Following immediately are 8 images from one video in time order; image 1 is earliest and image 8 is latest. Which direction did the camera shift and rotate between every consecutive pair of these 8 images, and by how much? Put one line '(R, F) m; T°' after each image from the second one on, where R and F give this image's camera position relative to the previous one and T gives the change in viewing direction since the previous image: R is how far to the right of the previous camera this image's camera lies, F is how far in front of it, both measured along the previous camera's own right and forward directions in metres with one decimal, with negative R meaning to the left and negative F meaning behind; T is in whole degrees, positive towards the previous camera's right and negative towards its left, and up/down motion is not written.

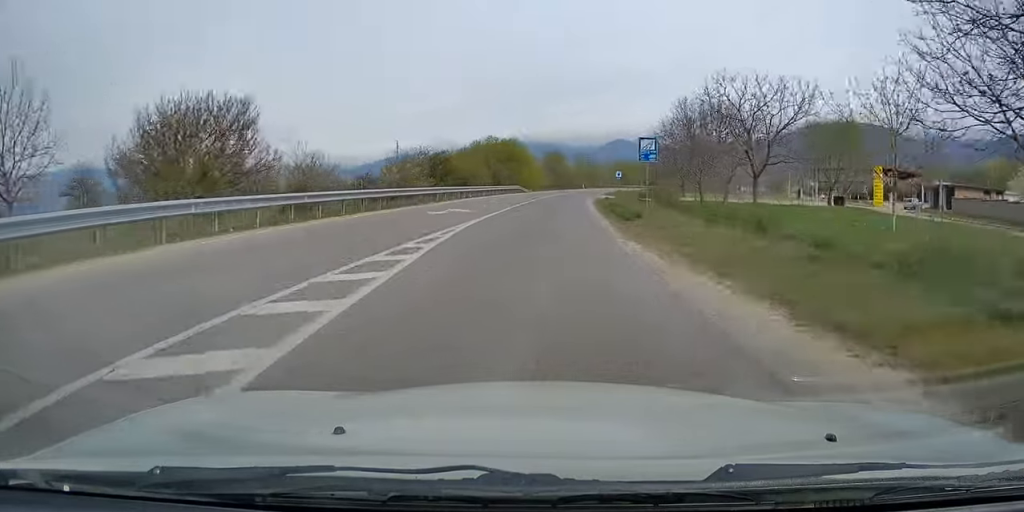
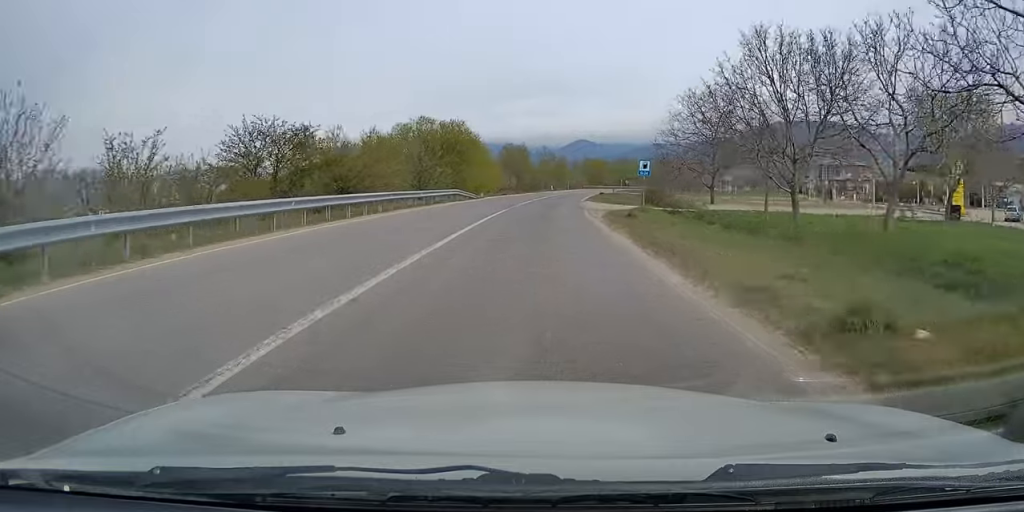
(+0.9, +27.8) m; +3°
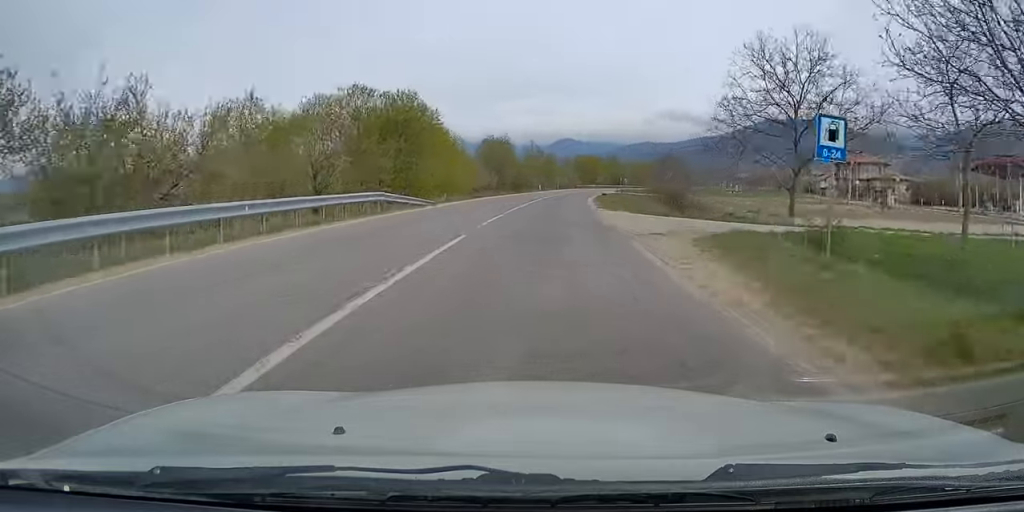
(+0.2, +19.0) m; +2°
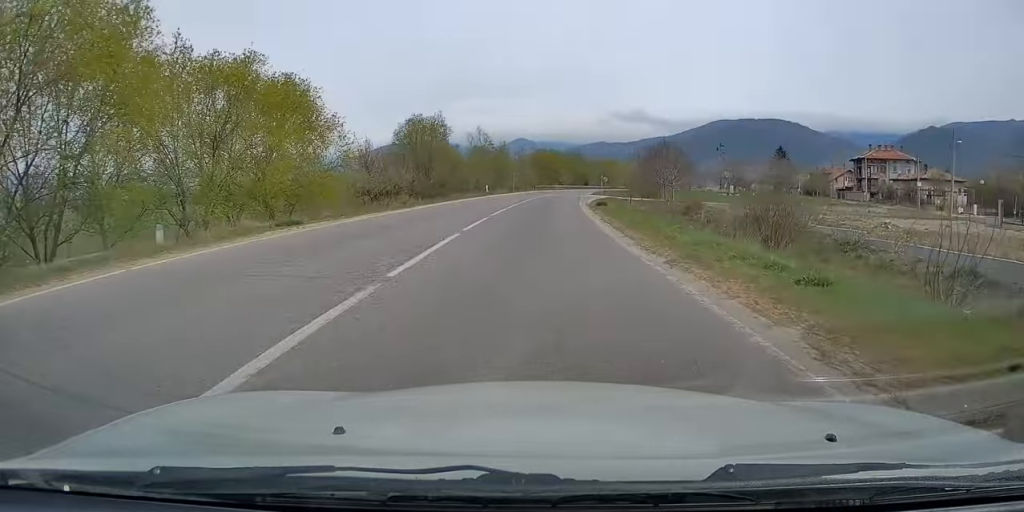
(+1.1, +32.8) m; +4°
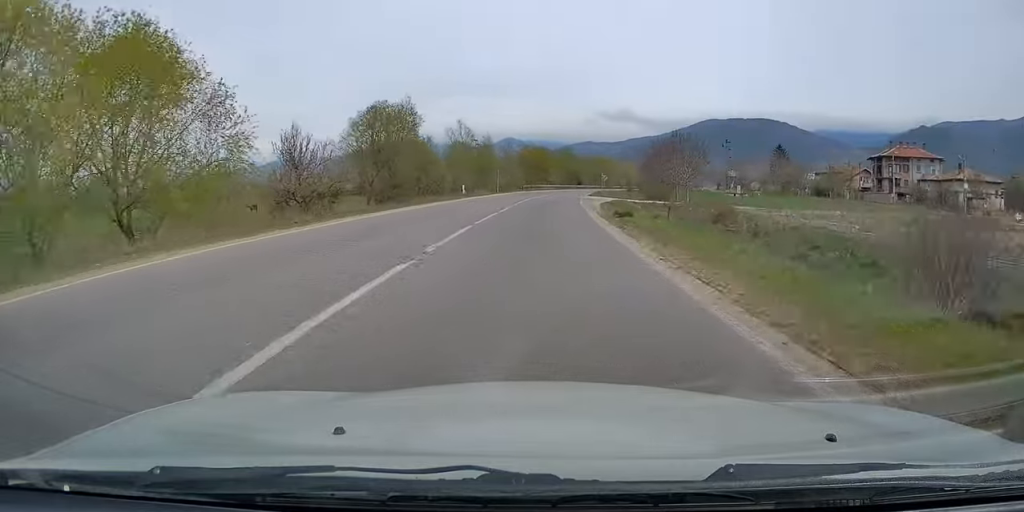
(+0.2, +13.0) m; +1°
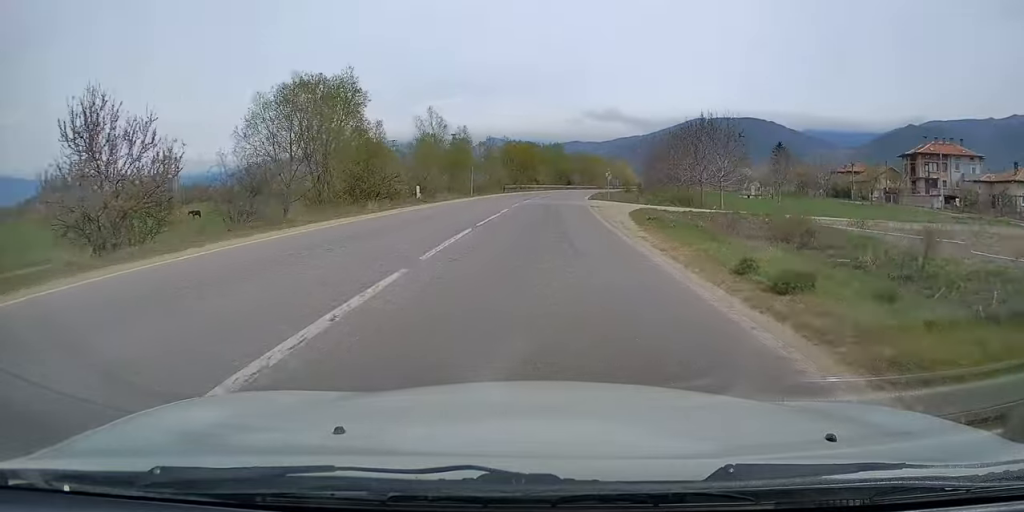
(+0.2, +16.7) m; +1°
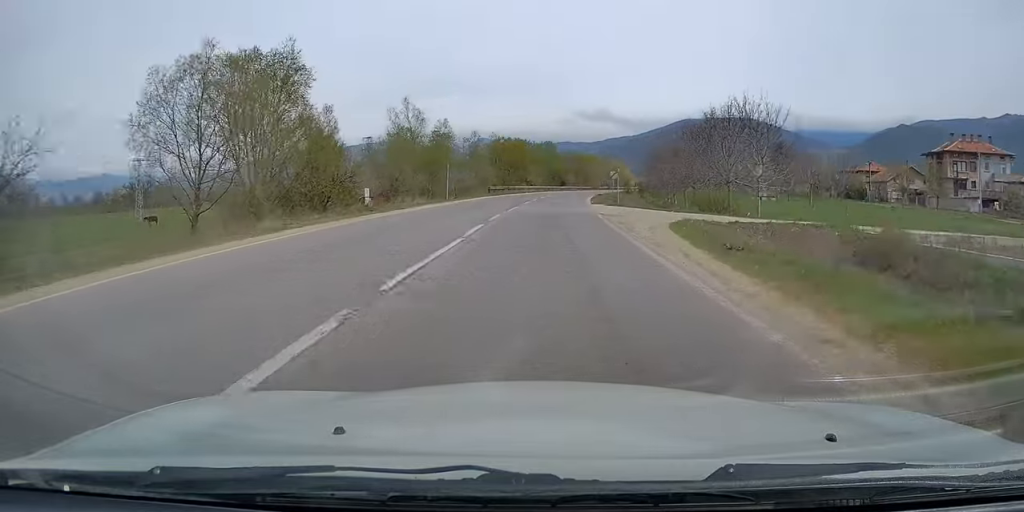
(+0.1, +10.5) m; +1°
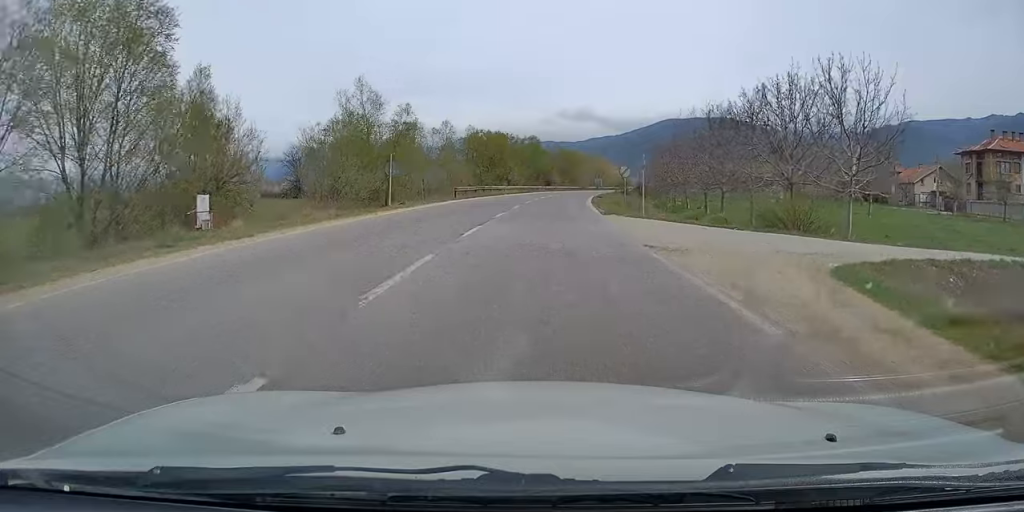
(+0.1, +14.0) m; +1°
